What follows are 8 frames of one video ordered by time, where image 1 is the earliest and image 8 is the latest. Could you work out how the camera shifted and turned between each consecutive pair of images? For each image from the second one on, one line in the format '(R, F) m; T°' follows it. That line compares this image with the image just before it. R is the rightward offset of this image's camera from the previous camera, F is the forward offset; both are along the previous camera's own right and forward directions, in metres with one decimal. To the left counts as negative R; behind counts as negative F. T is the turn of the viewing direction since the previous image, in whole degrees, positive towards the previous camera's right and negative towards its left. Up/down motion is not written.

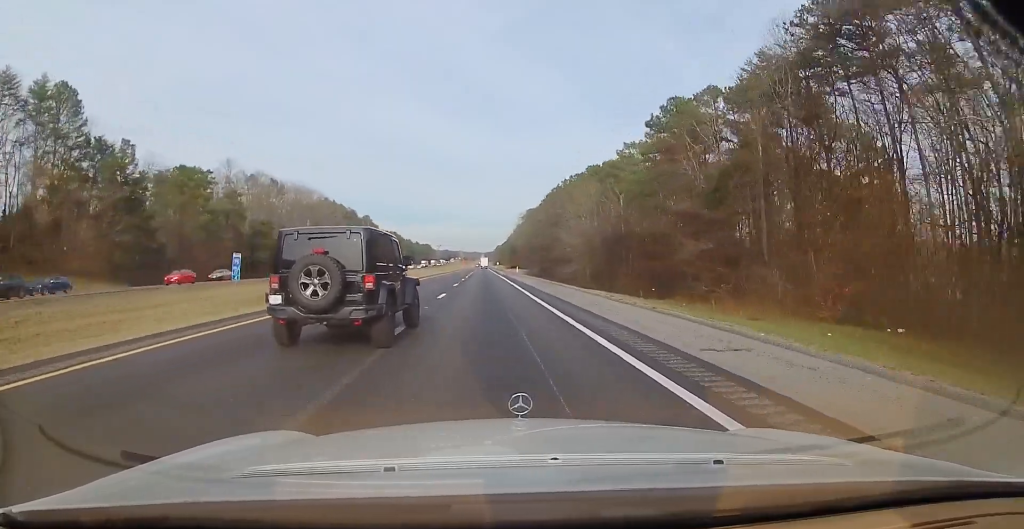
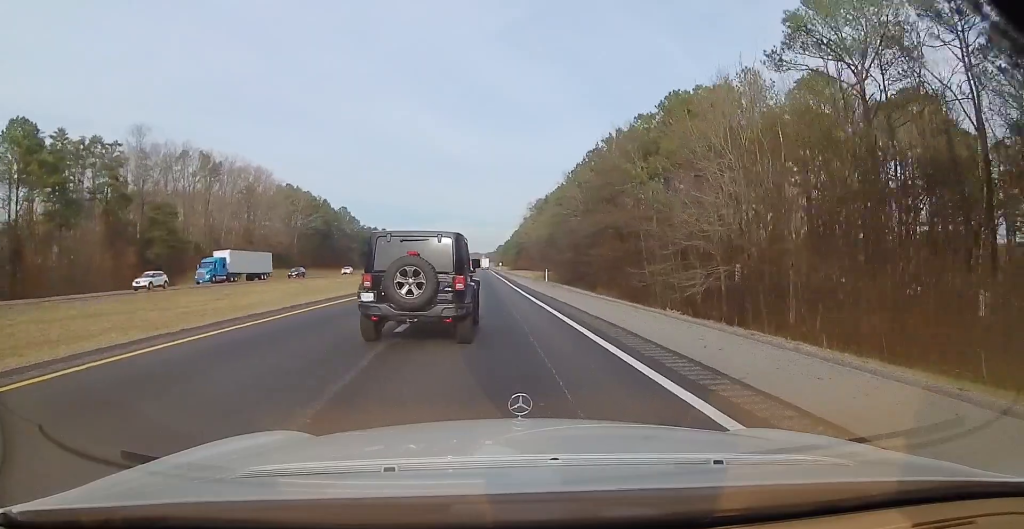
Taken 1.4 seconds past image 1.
(-0.5, +47.4) m; -1°
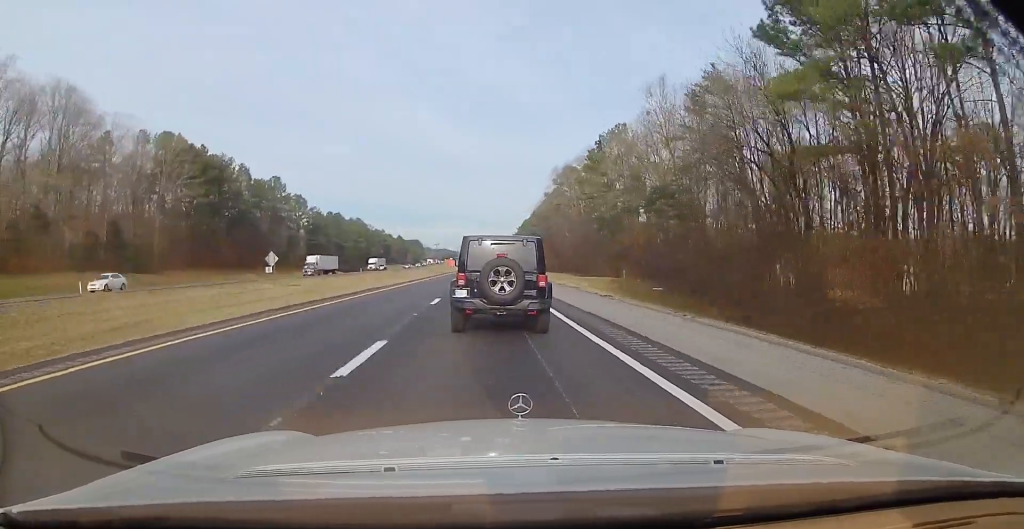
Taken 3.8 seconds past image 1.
(+1.2, +78.1) m; +1°
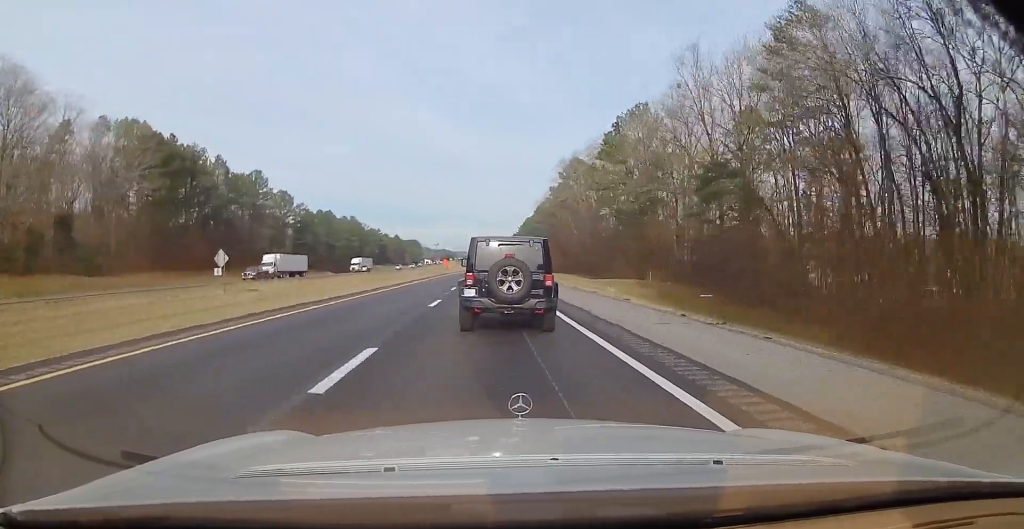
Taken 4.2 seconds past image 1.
(-0.2, +13.2) m; 0°
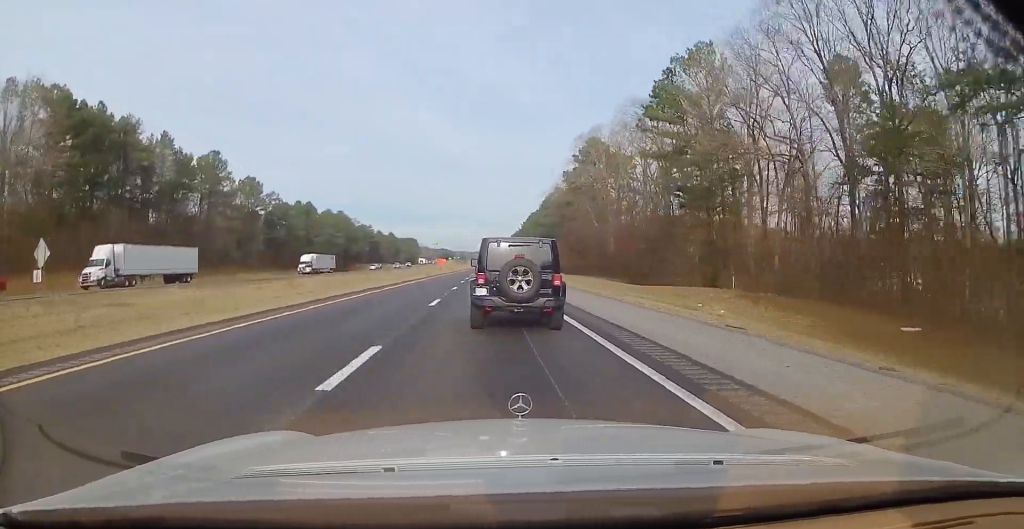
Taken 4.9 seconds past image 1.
(+0.1, +24.2) m; 0°
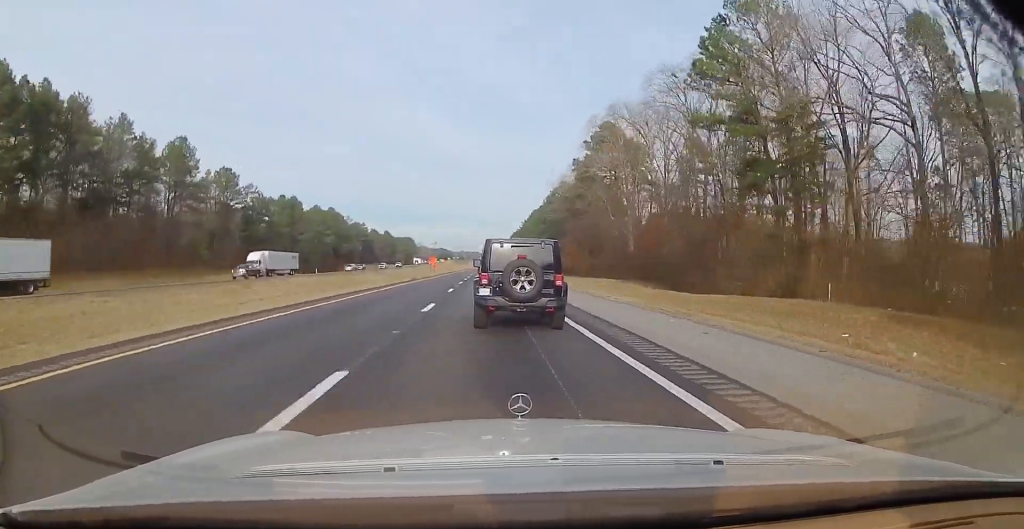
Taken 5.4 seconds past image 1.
(+0.1, +14.3) m; 0°
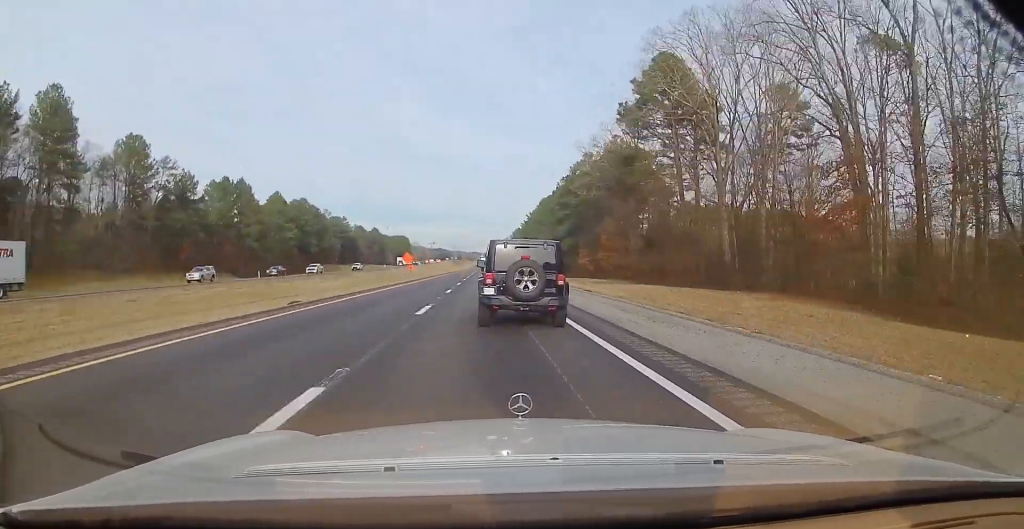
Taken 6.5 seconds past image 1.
(-0.2, +37.4) m; 0°
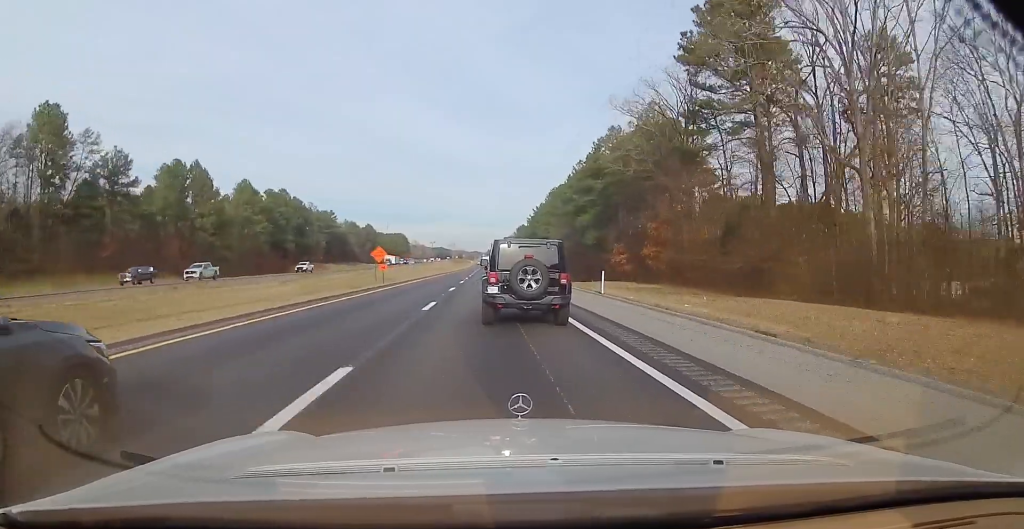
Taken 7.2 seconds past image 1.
(+0.2, +23.2) m; 0°
